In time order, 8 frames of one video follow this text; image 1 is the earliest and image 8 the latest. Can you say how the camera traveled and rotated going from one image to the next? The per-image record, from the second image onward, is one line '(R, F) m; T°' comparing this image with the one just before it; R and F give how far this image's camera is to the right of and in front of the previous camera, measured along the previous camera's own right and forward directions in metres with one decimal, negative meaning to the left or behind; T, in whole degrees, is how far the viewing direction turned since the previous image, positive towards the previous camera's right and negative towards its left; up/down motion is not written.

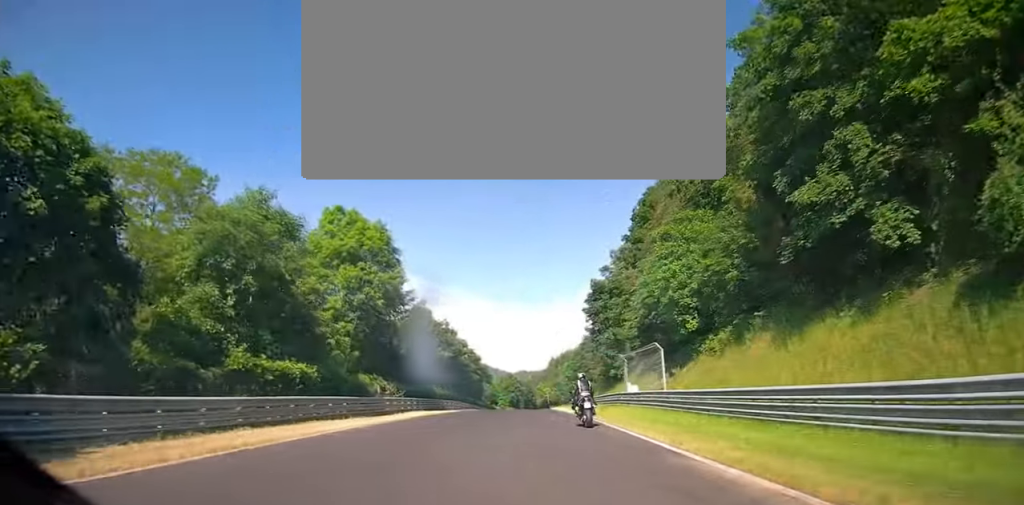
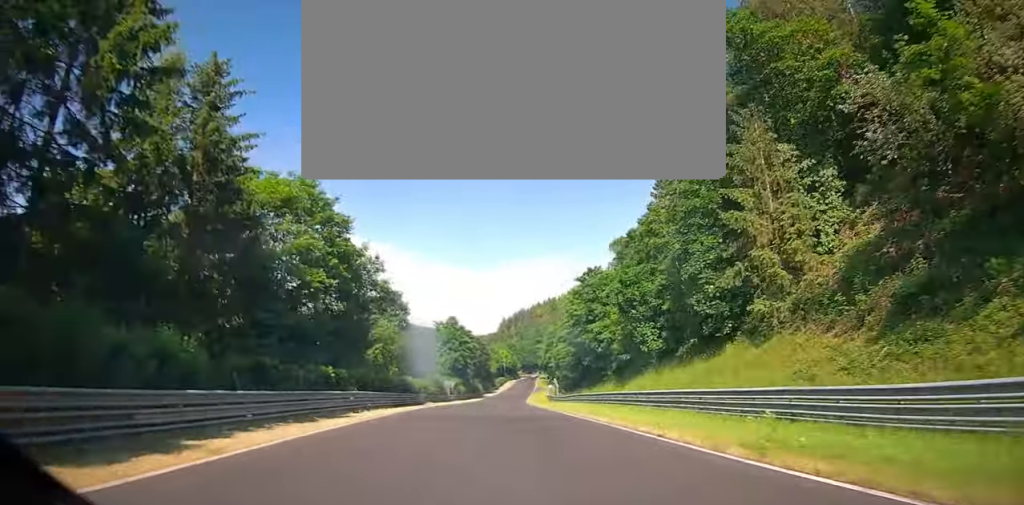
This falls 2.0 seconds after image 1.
(0.0, +71.1) m; +2°
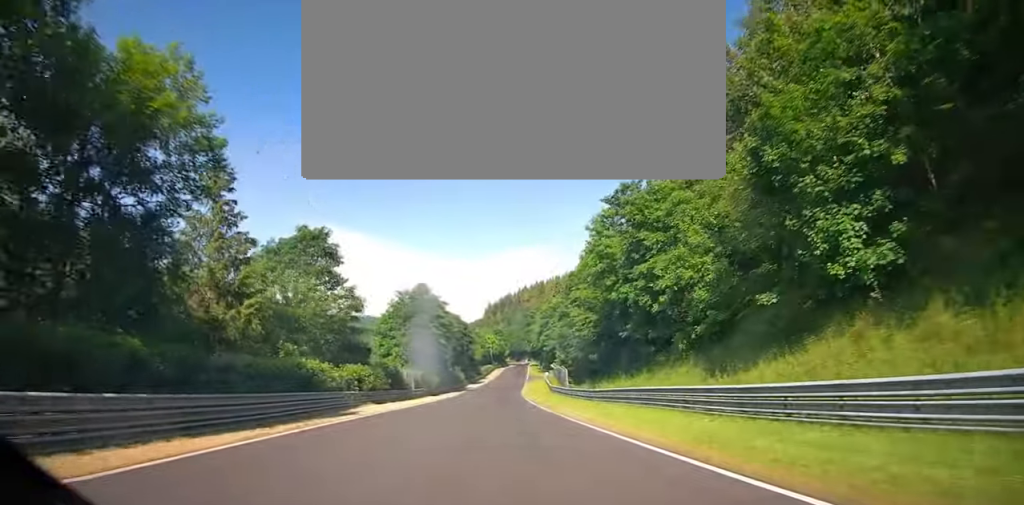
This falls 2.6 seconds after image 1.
(-0.1, +23.7) m; +2°
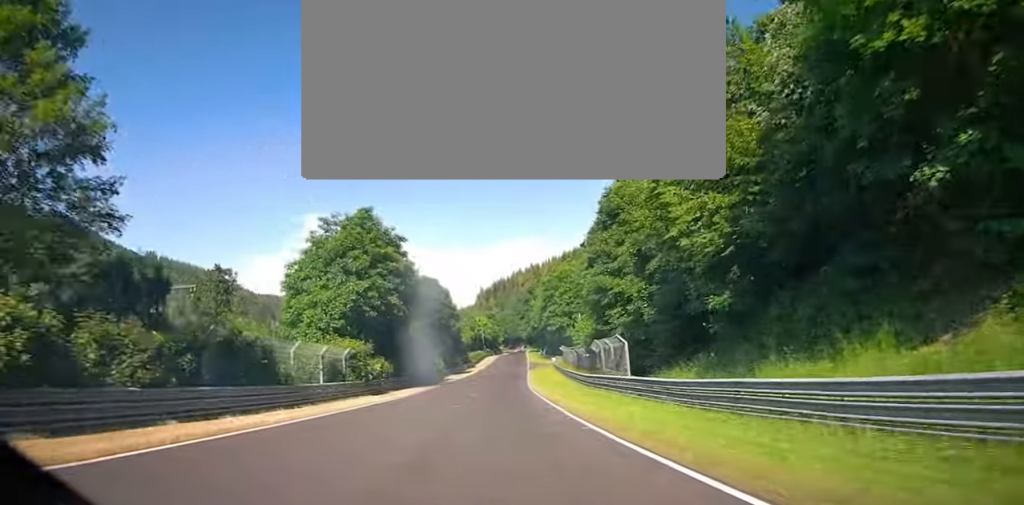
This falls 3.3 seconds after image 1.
(+0.9, +29.0) m; +2°
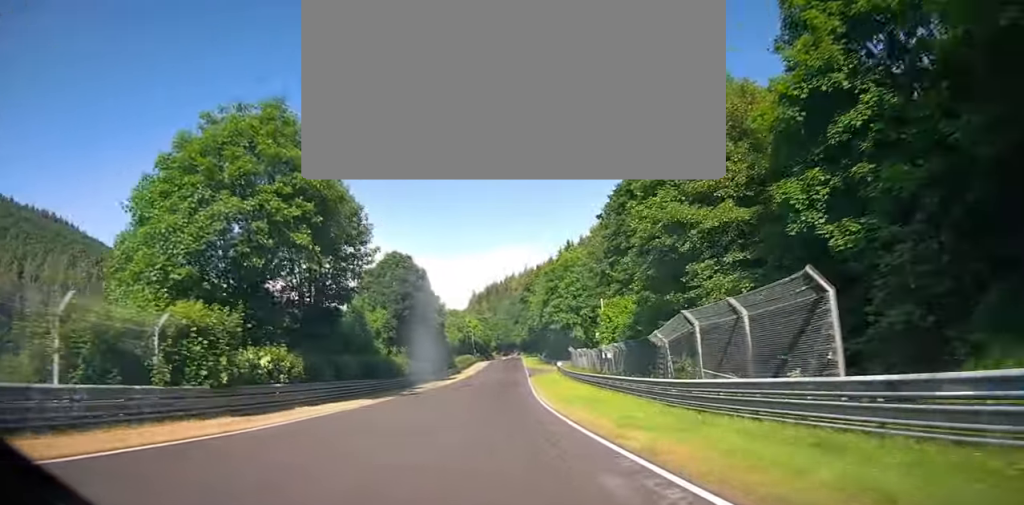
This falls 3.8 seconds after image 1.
(+0.3, +18.7) m; +1°
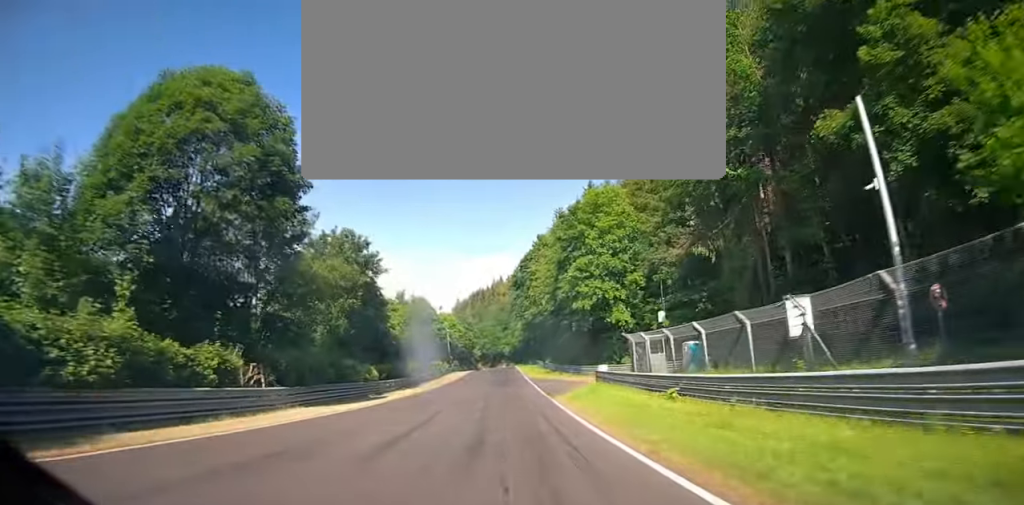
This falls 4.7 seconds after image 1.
(+0.7, +38.4) m; +2°
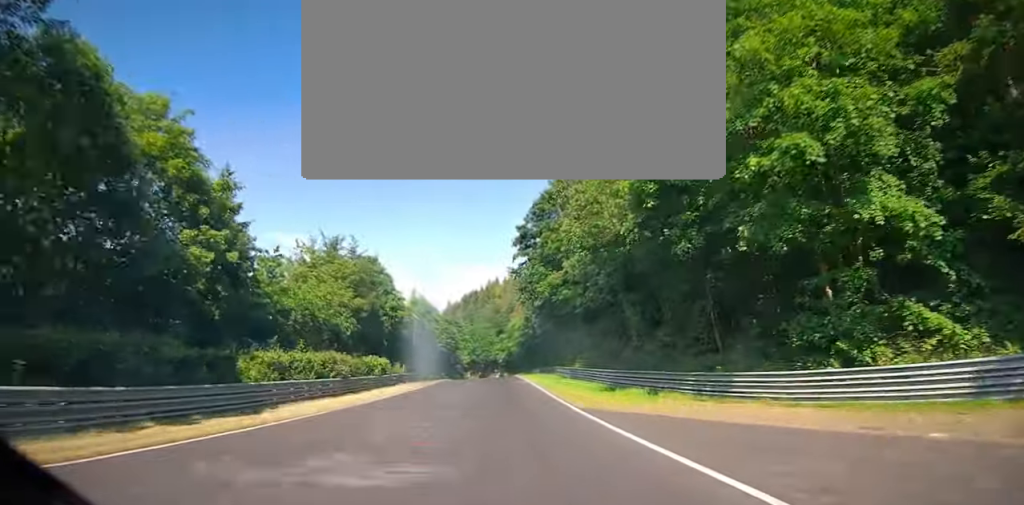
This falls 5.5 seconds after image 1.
(+0.8, +36.5) m; +1°
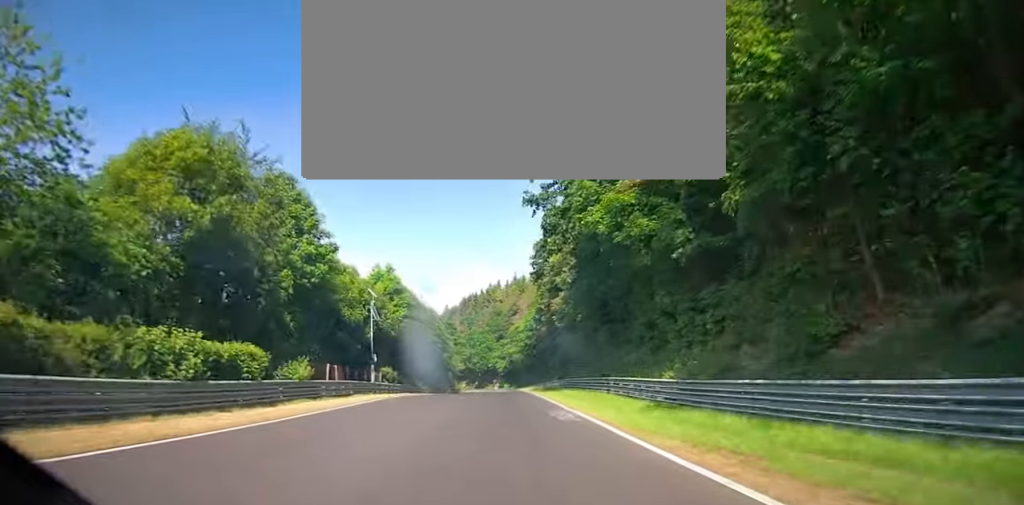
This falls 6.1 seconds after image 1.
(0.0, +26.9) m; 0°
